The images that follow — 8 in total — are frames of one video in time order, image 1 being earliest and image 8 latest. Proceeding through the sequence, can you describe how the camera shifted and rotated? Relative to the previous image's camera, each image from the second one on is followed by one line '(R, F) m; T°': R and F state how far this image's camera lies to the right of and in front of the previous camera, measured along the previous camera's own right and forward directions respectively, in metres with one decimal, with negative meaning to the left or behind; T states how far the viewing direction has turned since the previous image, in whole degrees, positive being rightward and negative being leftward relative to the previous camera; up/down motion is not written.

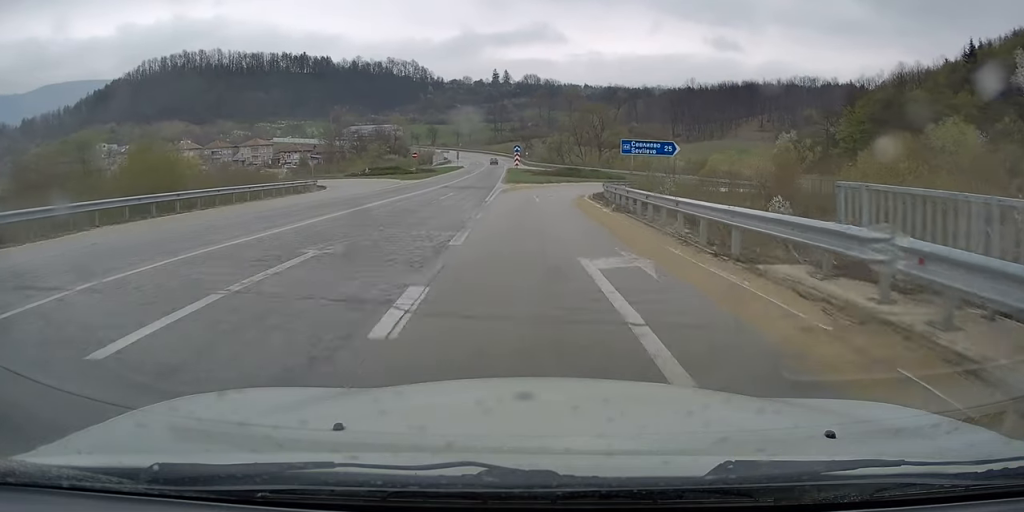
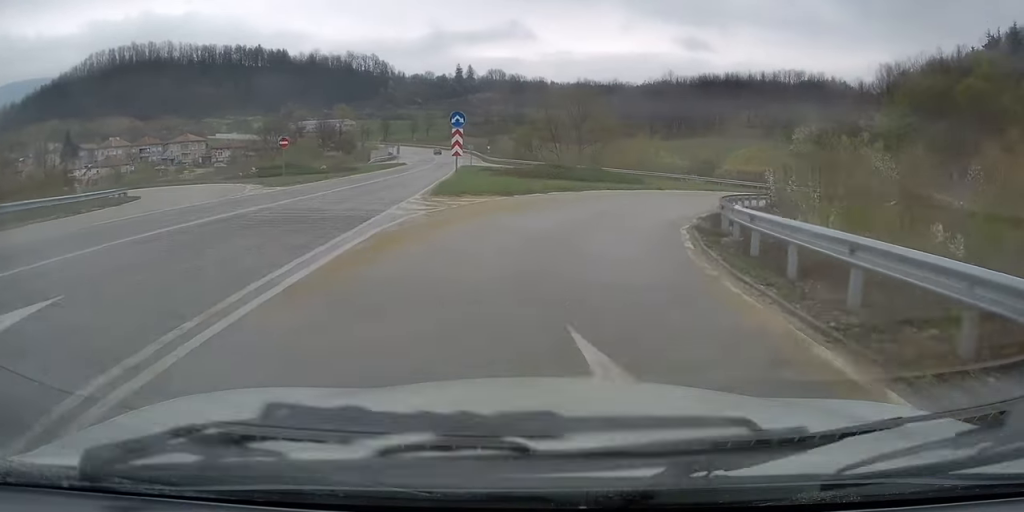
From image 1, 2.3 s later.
(+0.9, +27.0) m; +7°
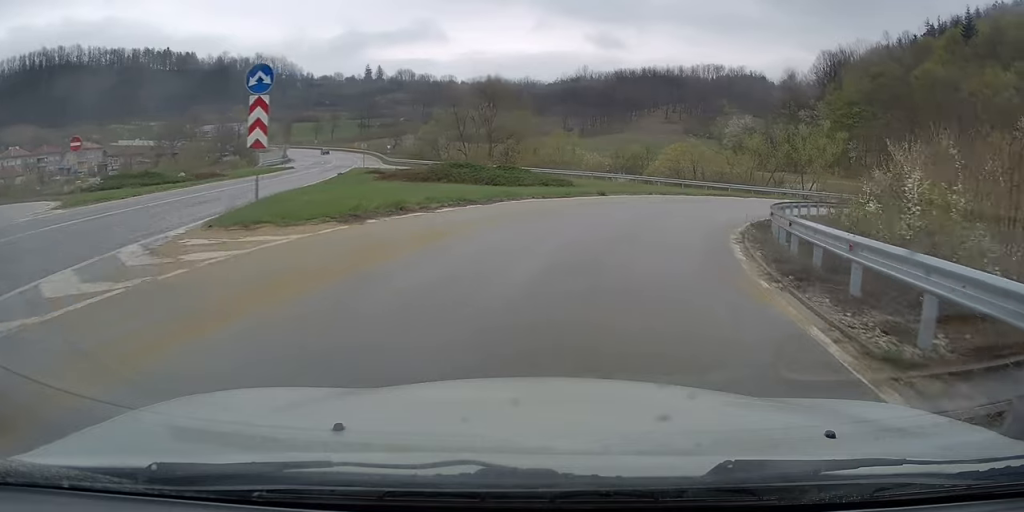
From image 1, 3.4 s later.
(+0.7, +11.3) m; +8°
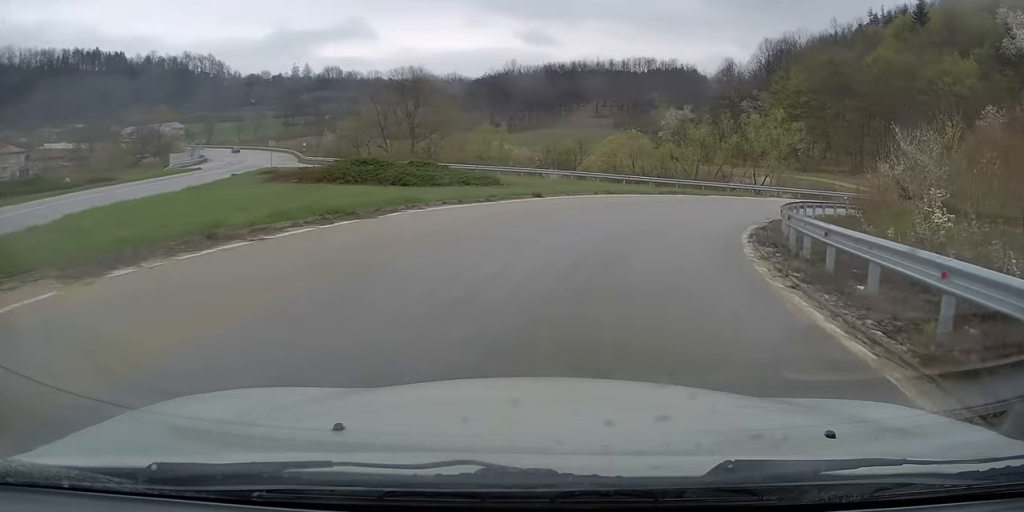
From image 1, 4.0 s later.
(0.0, +6.2) m; +6°
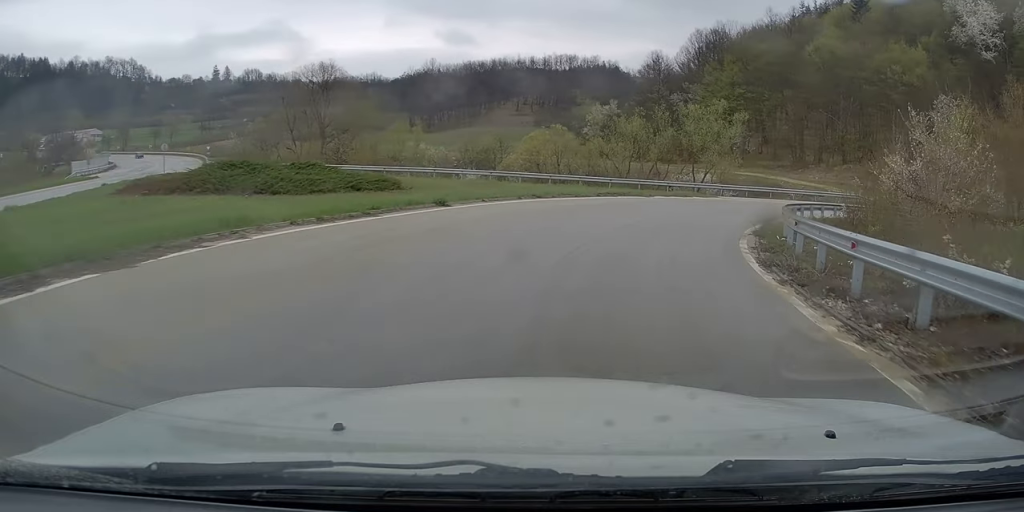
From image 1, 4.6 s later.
(+0.7, +5.6) m; +8°
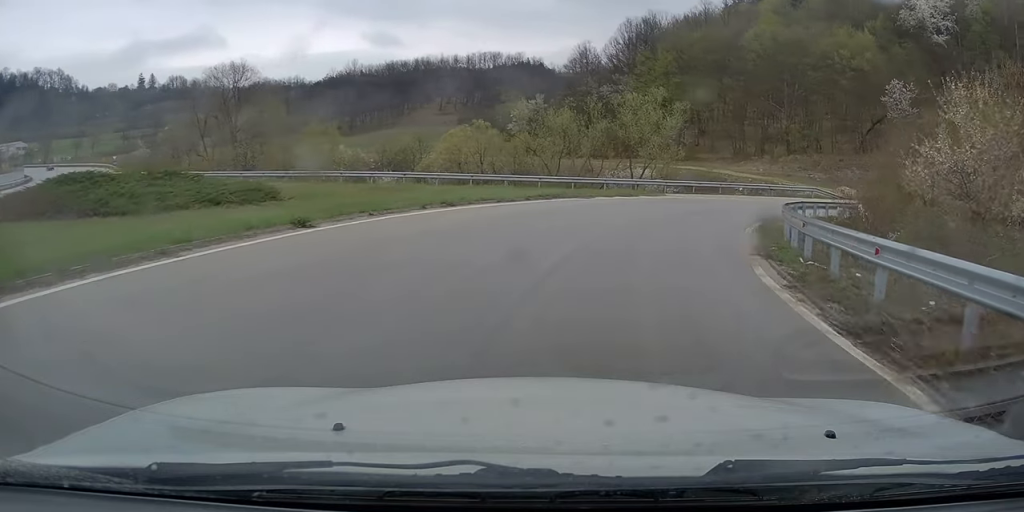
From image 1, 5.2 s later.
(+0.3, +5.3) m; +7°
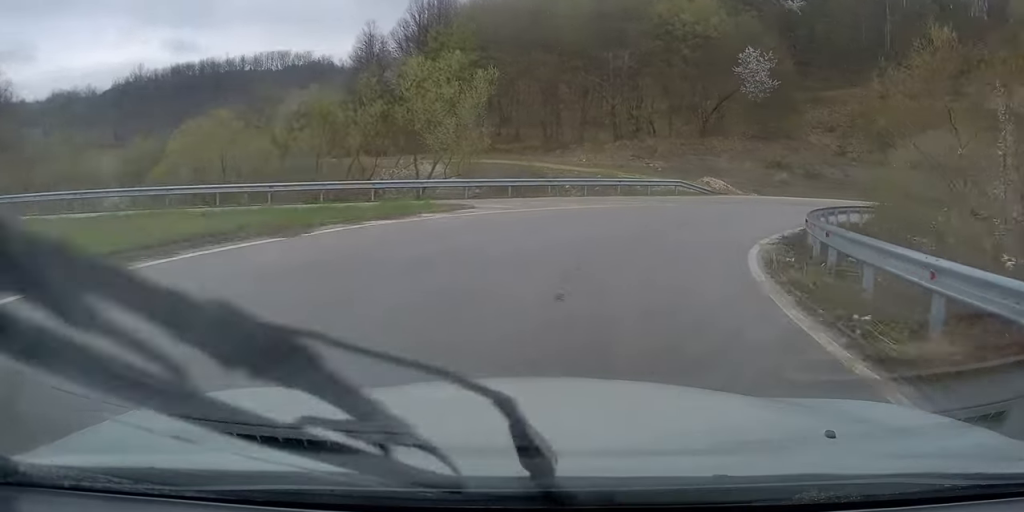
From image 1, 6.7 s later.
(+2.3, +14.5) m; +18°
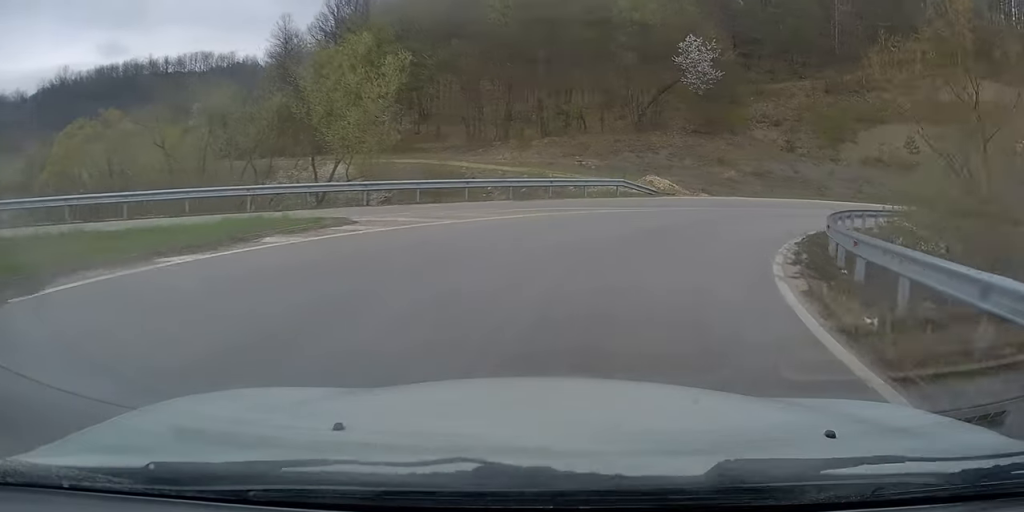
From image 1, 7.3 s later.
(+0.3, +5.1) m; +7°
